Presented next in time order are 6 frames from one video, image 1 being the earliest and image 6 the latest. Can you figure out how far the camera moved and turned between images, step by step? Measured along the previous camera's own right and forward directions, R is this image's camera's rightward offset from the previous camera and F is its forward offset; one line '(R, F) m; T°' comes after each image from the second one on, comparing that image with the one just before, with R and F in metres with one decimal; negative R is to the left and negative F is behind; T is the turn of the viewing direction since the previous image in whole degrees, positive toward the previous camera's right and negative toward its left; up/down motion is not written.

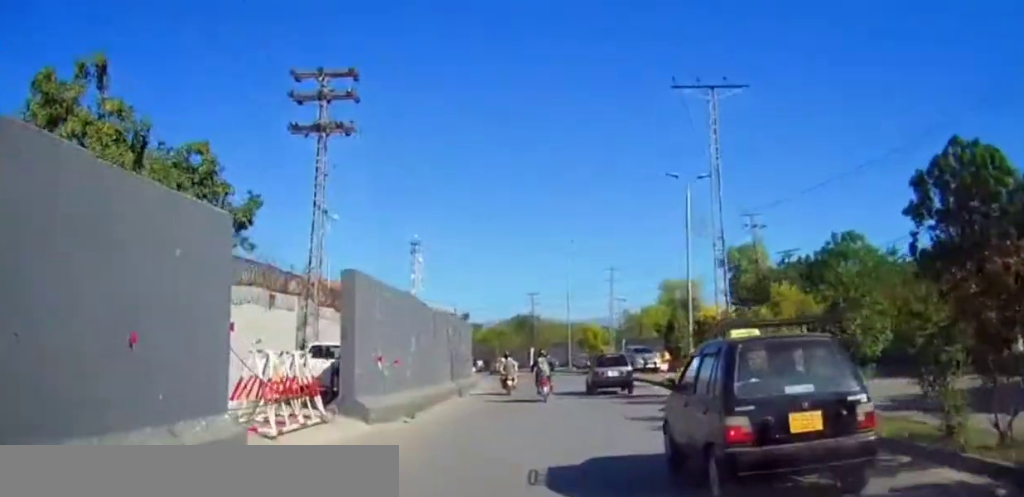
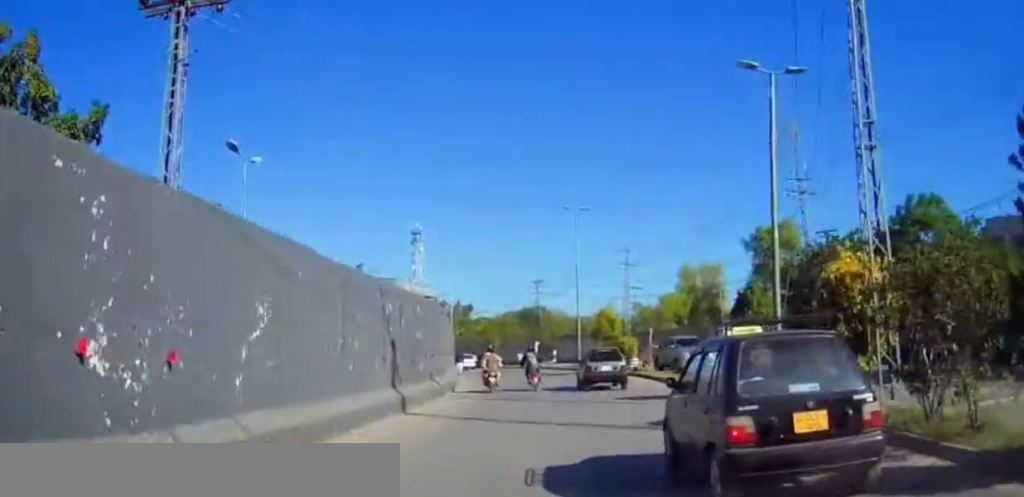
(-0.2, +9.8) m; -1°
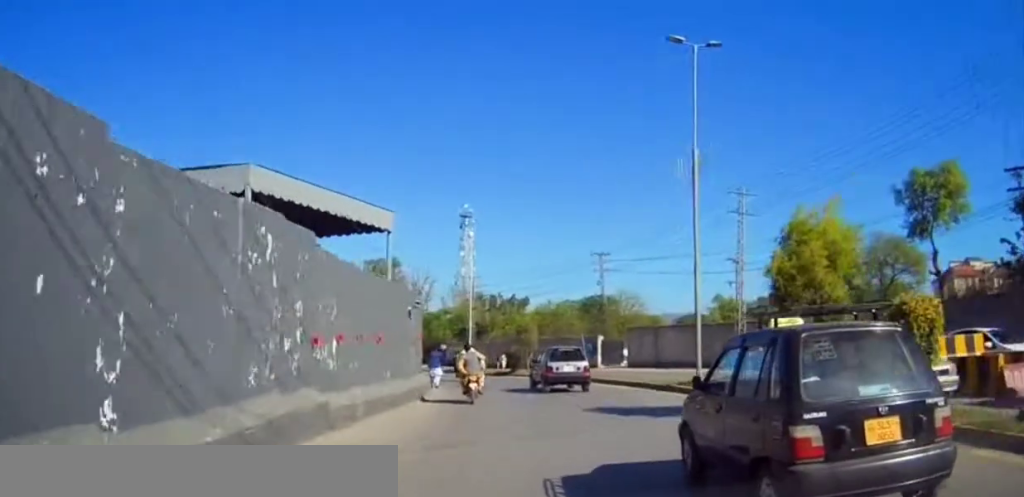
(-1.0, +24.4) m; -5°
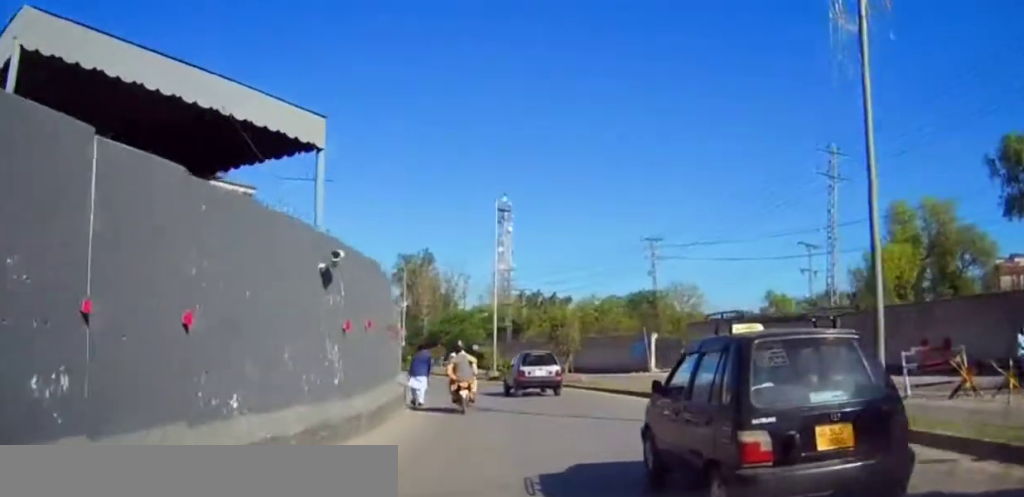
(0.0, +9.2) m; -2°
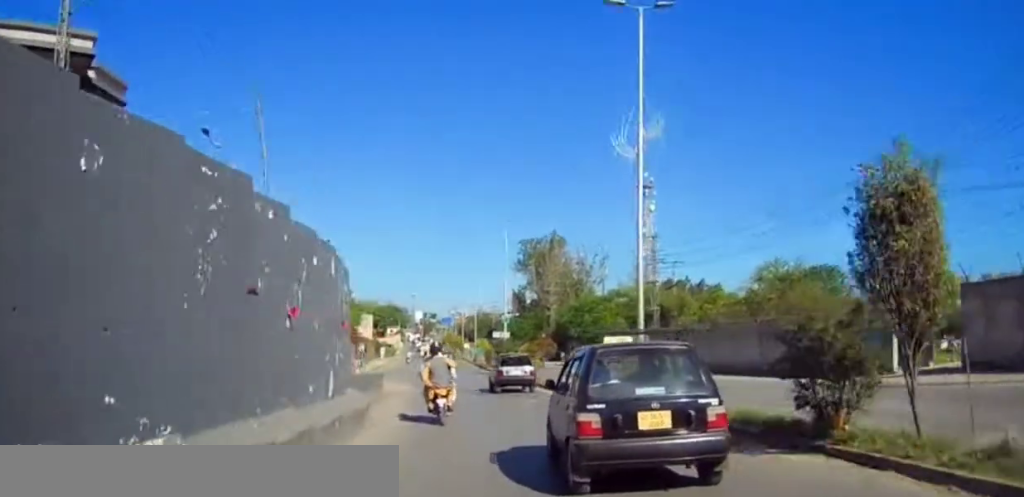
(-2.4, +22.0) m; -16°
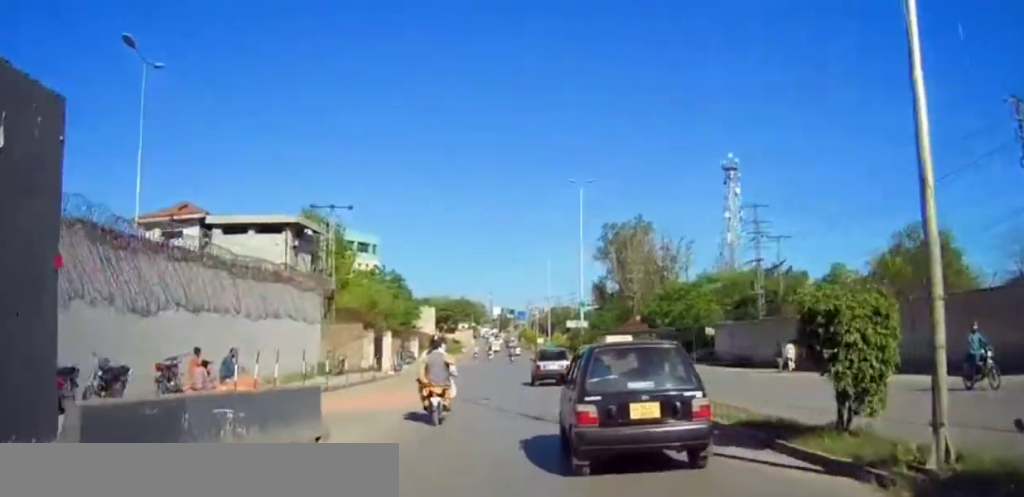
(-1.0, +11.4) m; -4°
